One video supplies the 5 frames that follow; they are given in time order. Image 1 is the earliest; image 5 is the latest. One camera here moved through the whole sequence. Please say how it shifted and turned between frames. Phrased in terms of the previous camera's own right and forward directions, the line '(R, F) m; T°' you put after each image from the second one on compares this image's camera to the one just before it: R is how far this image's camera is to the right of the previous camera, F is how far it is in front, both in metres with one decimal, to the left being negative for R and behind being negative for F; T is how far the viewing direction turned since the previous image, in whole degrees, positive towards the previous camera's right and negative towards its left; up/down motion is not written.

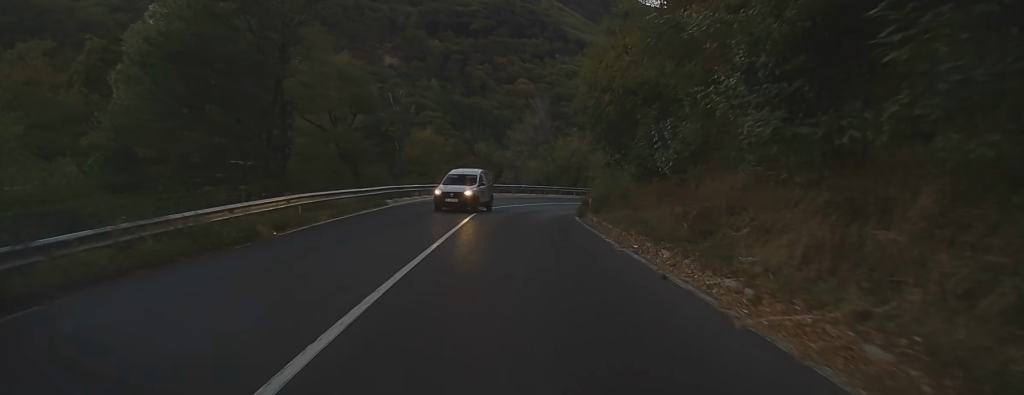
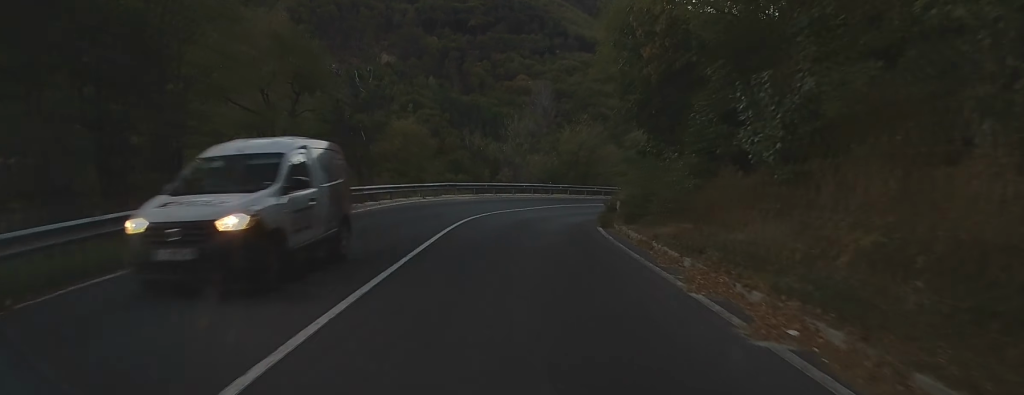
(-0.1, +8.7) m; +1°
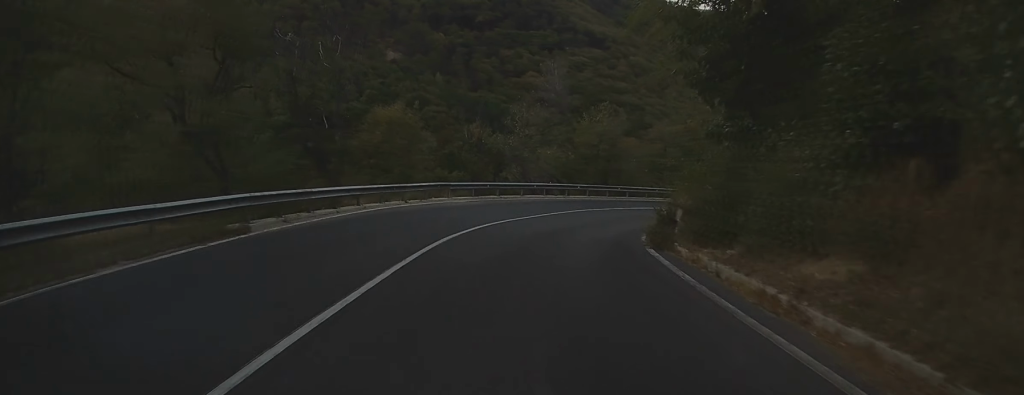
(0.0, +7.3) m; +4°
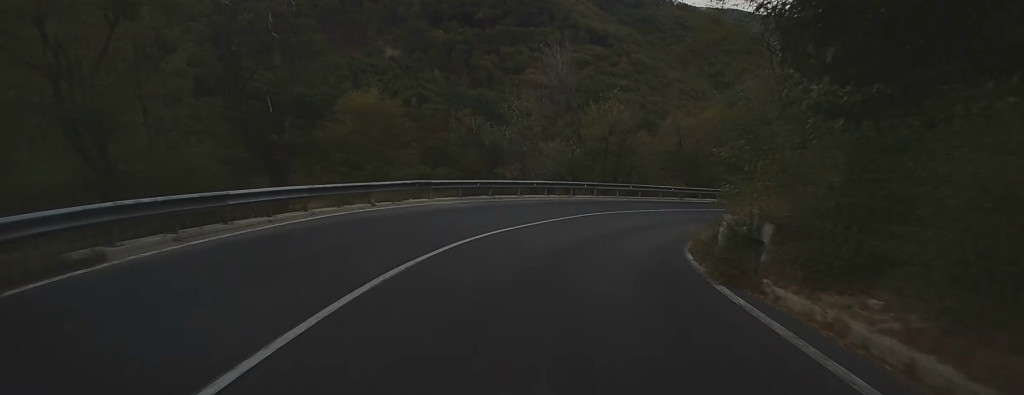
(+0.2, +5.3) m; +4°
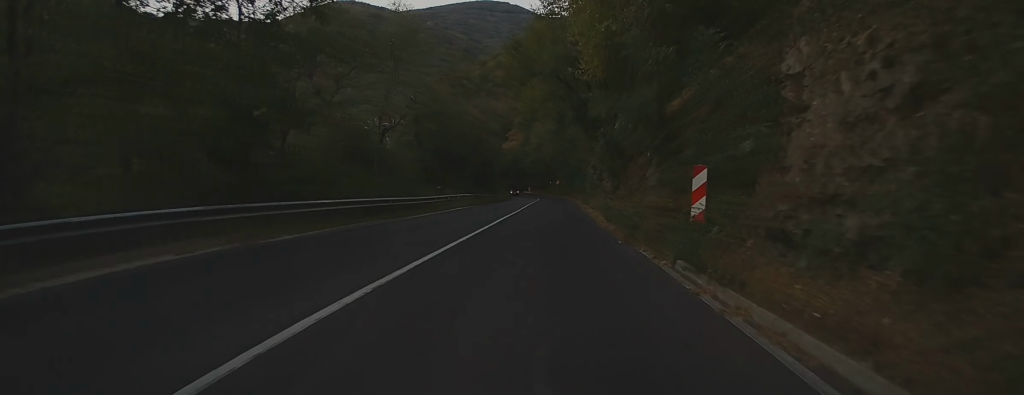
(+19.2, +43.3) m; +40°
